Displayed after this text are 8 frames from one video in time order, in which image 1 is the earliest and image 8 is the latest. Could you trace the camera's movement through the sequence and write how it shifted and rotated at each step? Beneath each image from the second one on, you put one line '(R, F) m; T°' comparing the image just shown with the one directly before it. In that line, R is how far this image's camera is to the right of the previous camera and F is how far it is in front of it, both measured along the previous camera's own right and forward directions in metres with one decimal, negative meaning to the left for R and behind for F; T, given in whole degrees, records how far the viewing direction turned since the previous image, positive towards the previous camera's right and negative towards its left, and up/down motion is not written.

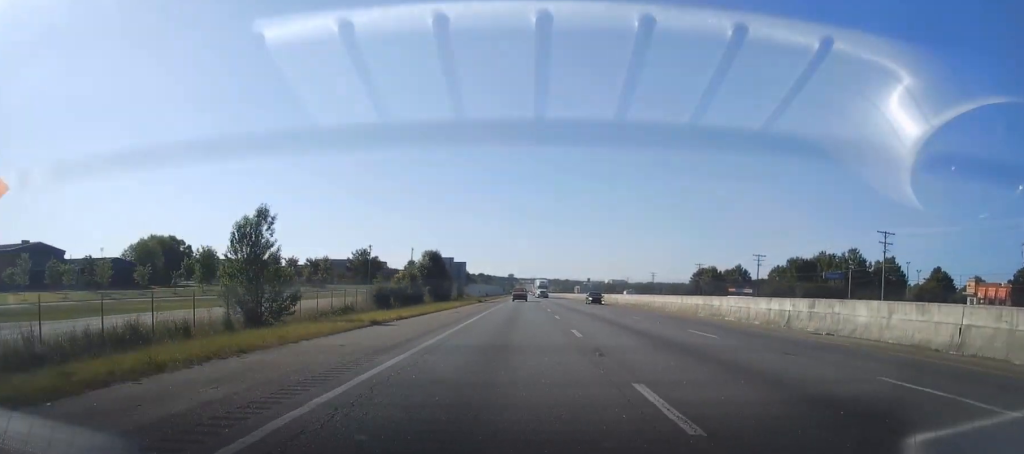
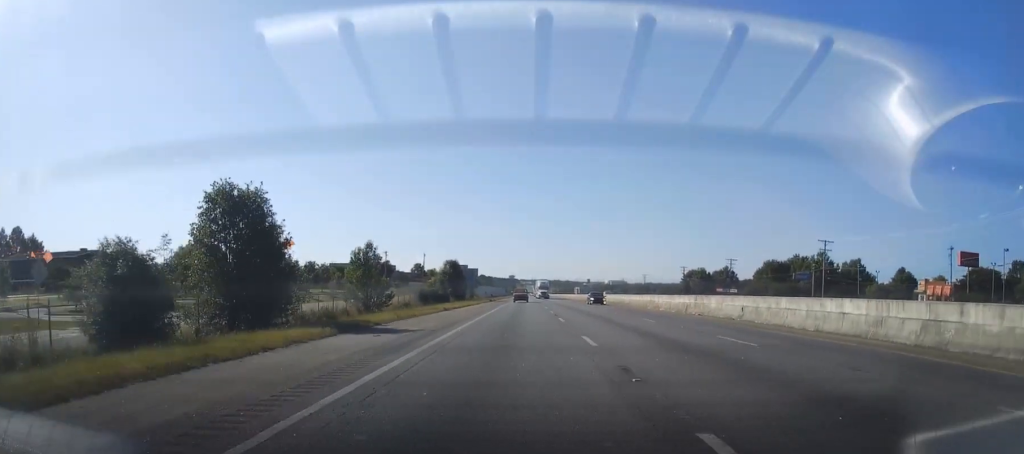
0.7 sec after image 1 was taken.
(+0.4, +22.1) m; +1°
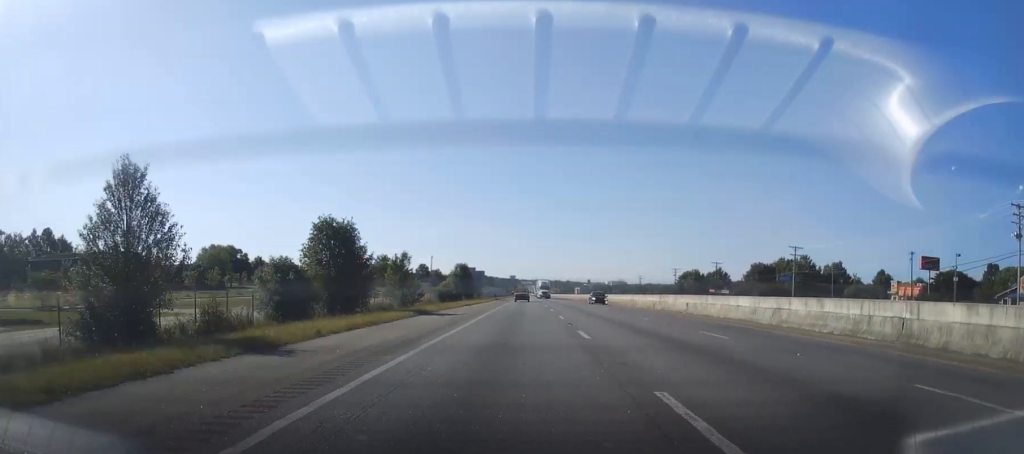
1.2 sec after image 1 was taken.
(+0.1, +14.0) m; 0°
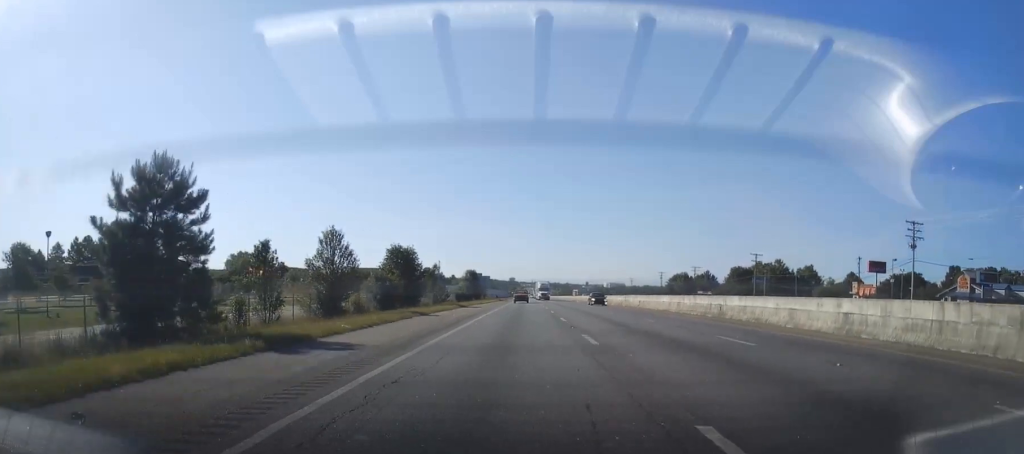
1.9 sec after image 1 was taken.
(+0.1, +22.1) m; -1°
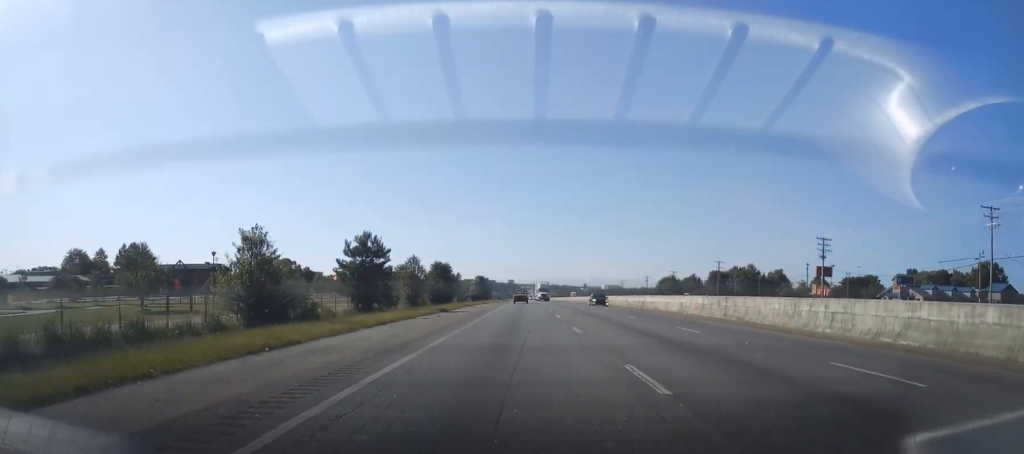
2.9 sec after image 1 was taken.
(-0.5, +29.0) m; 0°
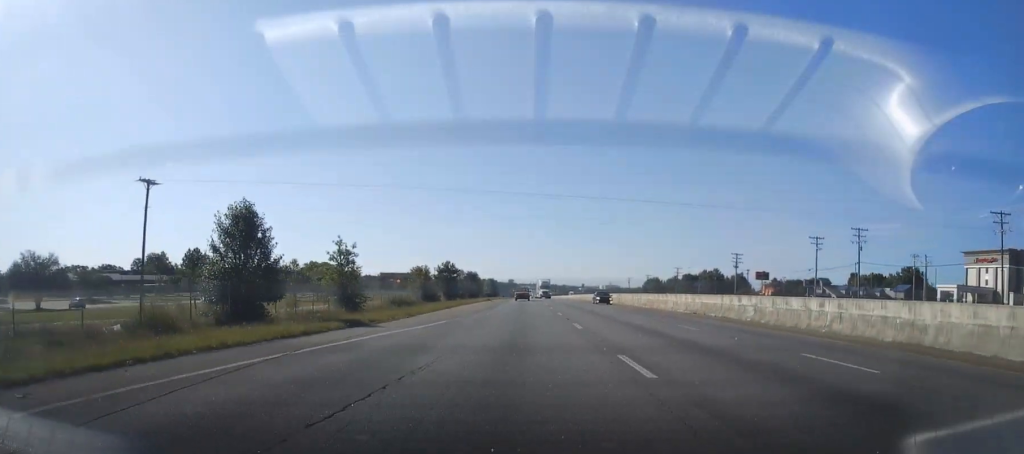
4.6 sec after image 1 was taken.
(+0.6, +50.6) m; +1°
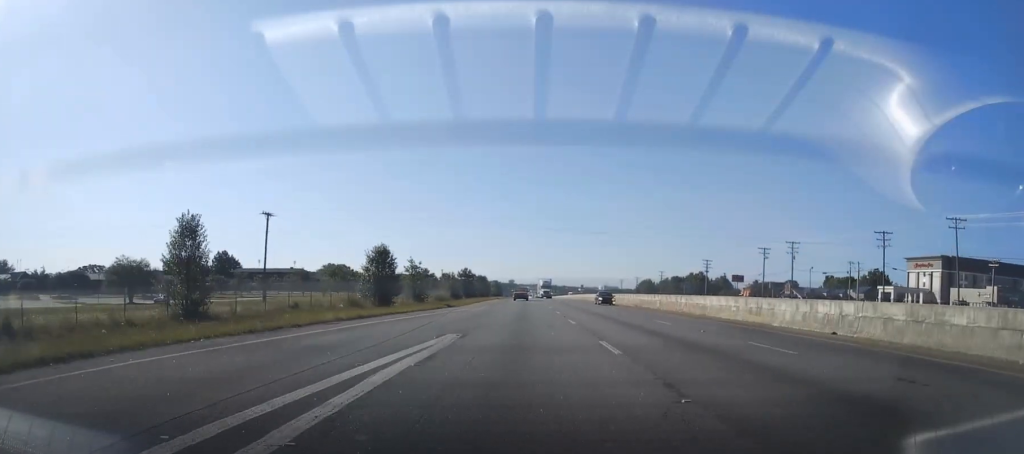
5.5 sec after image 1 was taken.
(+0.1, +27.7) m; 0°
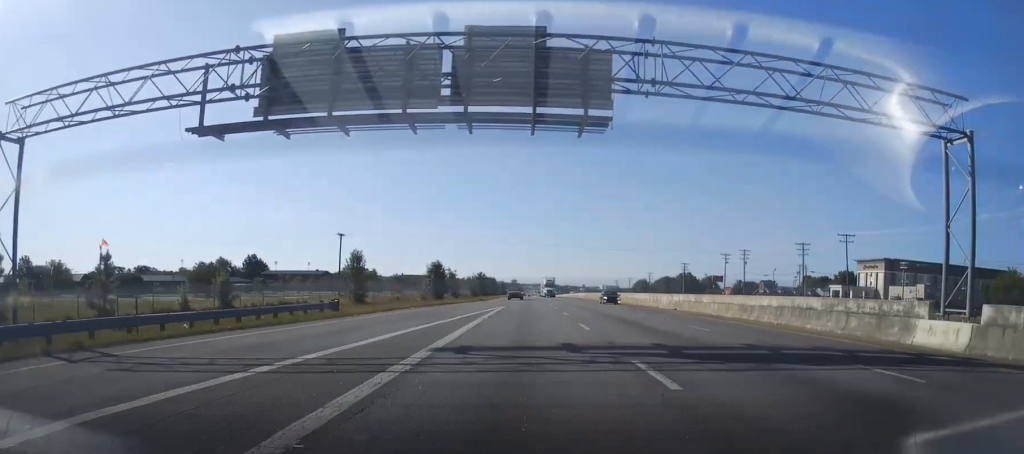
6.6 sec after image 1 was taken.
(0.0, +32.5) m; 0°
